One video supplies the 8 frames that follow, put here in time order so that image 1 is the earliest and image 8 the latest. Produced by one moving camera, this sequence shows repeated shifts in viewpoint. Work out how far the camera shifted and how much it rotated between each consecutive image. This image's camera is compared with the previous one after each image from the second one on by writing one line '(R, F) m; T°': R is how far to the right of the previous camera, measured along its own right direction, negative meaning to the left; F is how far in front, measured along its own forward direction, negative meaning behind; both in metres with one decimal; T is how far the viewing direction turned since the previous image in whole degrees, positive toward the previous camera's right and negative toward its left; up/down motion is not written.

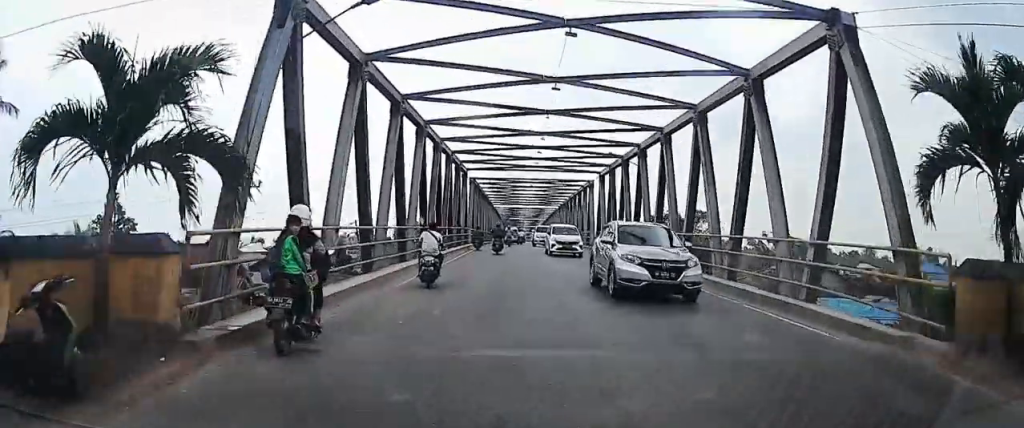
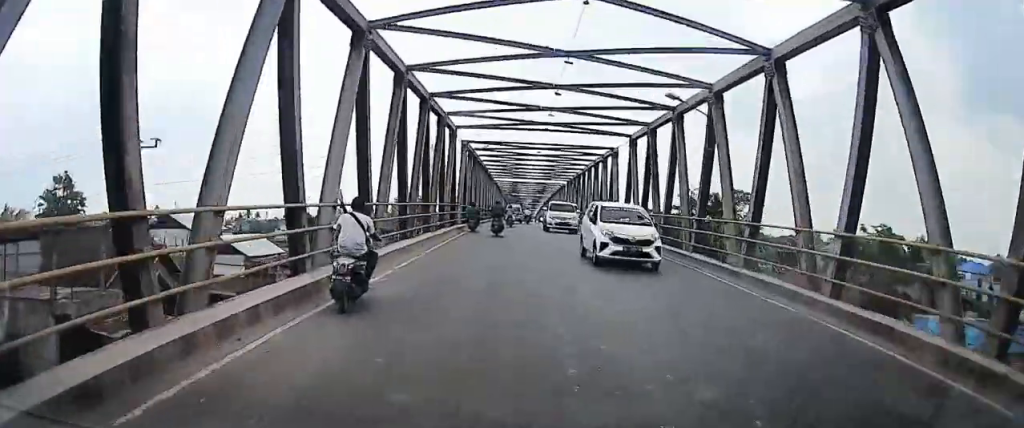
(+0.1, +11.3) m; 0°
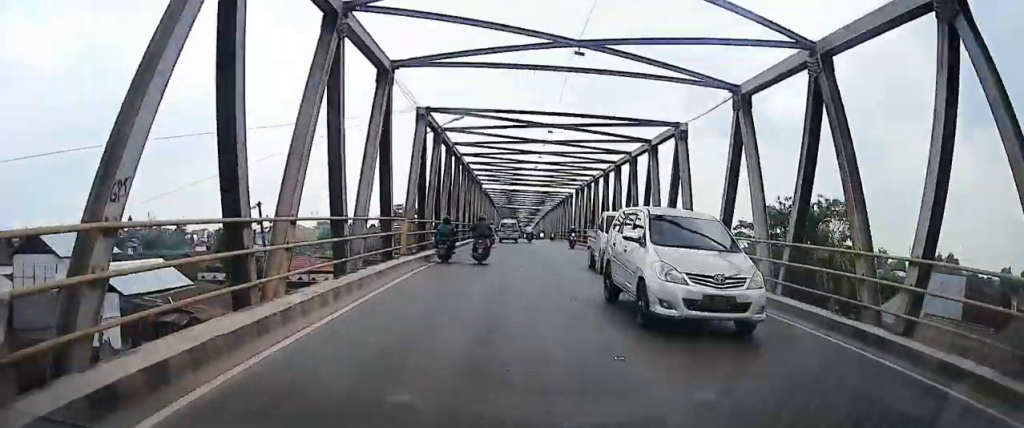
(0.0, +18.0) m; -2°
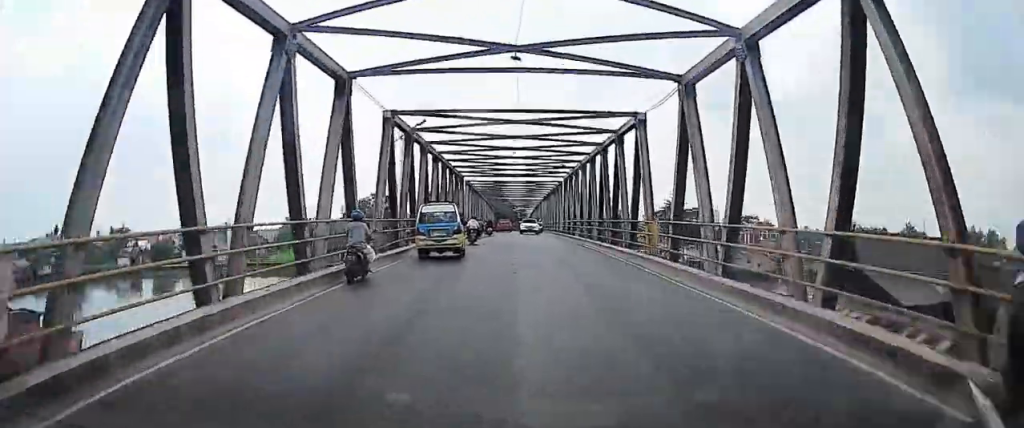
(-1.5, +44.0) m; -2°
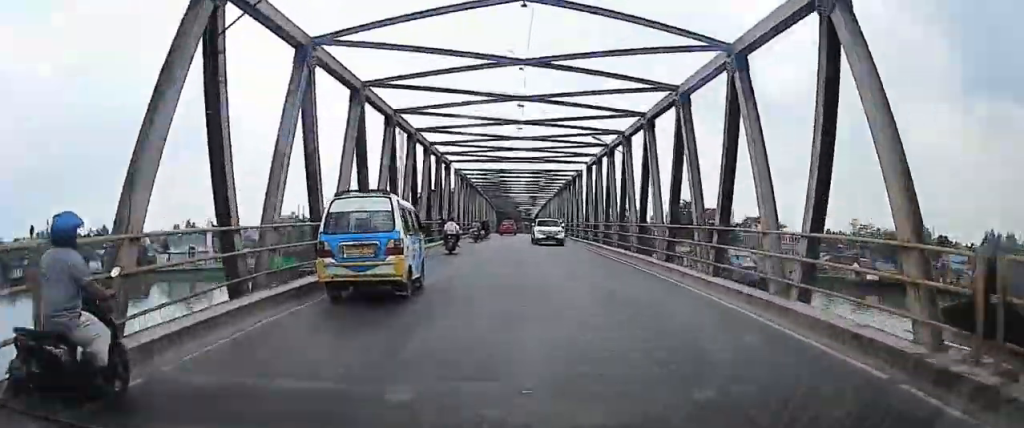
(0.0, +14.8) m; 0°
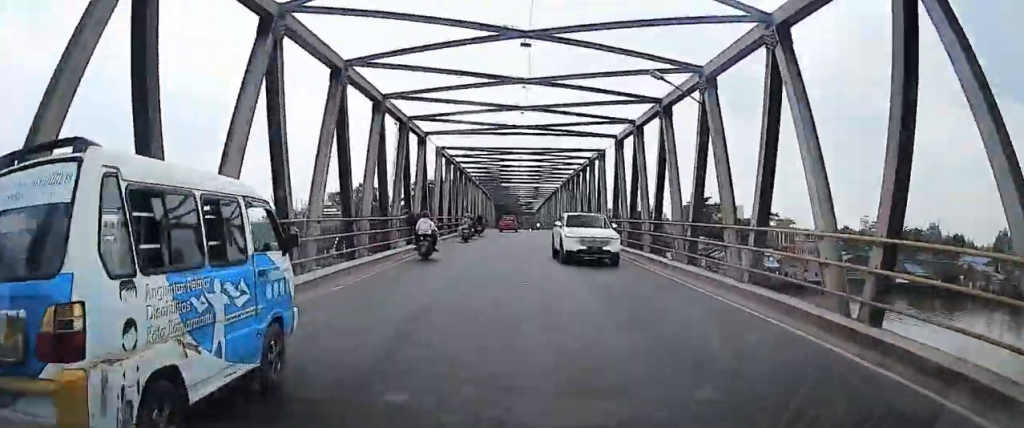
(+0.1, +11.8) m; 0°
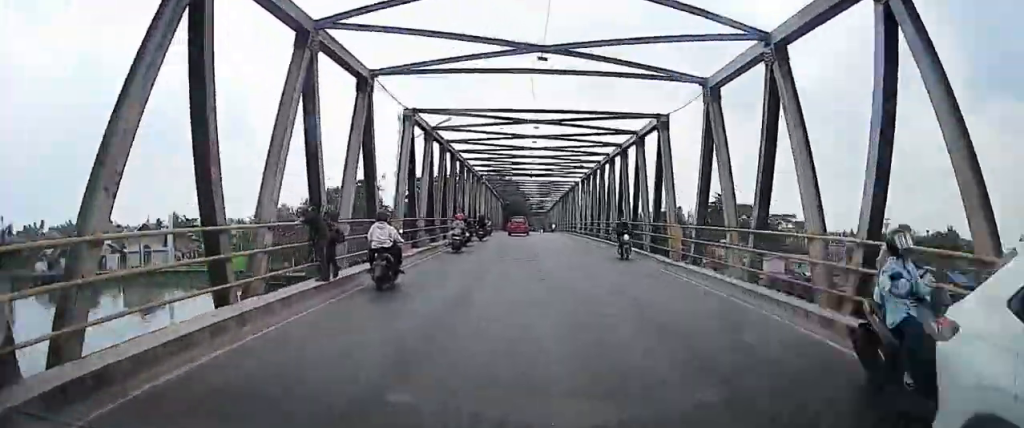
(0.0, +12.8) m; 0°
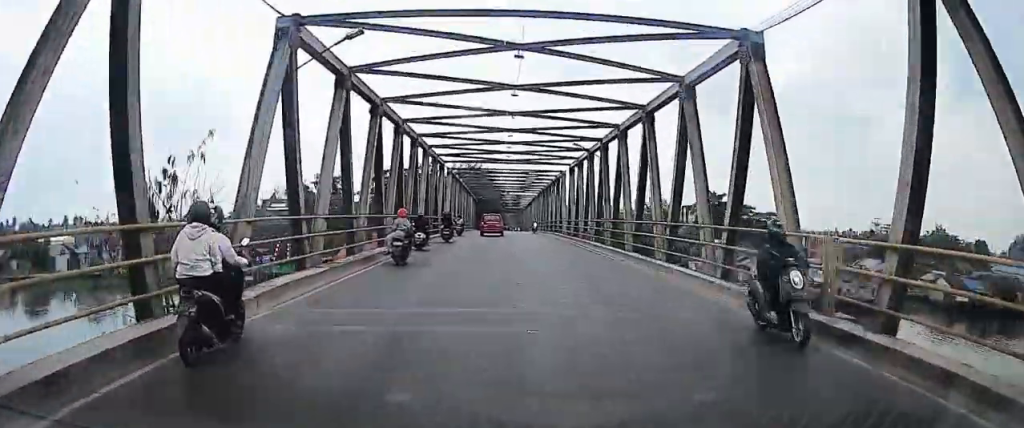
(0.0, +11.2) m; 0°
